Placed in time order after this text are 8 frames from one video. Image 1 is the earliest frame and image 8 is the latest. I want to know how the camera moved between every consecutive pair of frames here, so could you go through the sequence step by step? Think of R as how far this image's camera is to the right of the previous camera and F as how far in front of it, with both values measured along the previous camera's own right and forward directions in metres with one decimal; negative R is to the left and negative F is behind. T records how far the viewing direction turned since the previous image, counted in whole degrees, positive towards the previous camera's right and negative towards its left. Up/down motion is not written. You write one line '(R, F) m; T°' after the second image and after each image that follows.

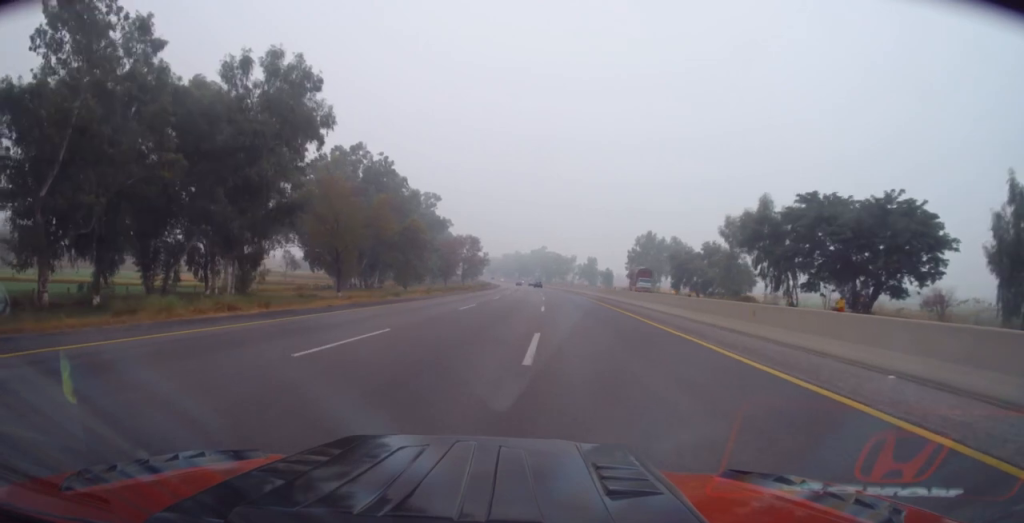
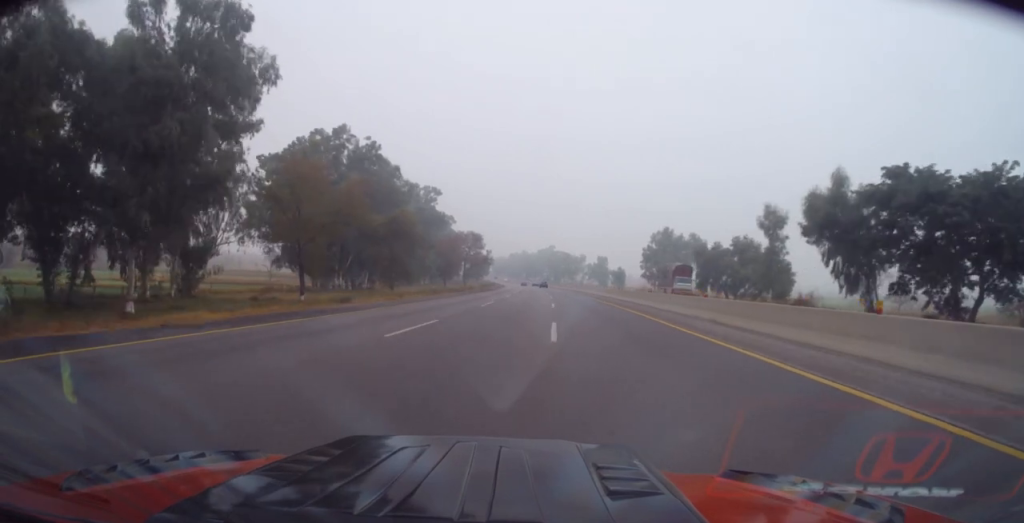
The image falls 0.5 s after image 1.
(-0.5, +13.8) m; 0°
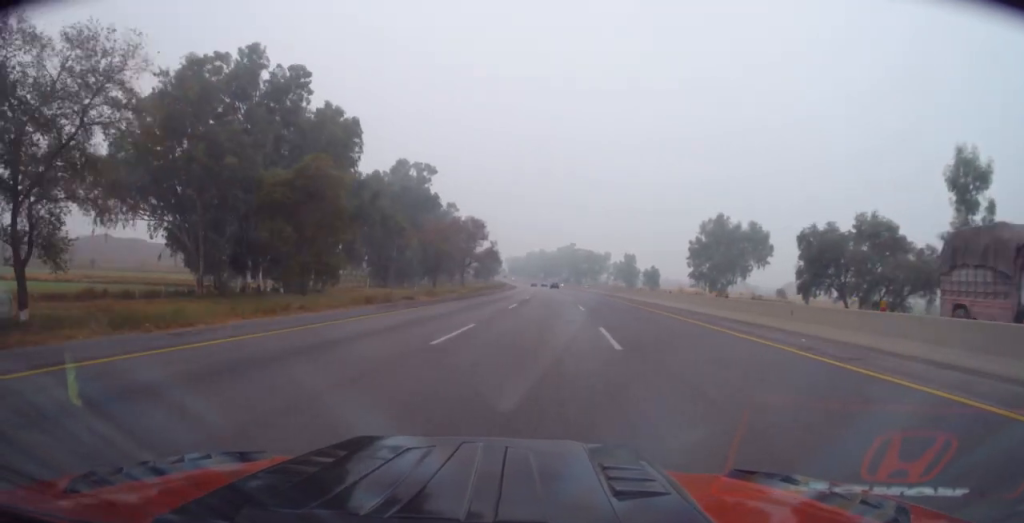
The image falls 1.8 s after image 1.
(+0.3, +37.1) m; 0°
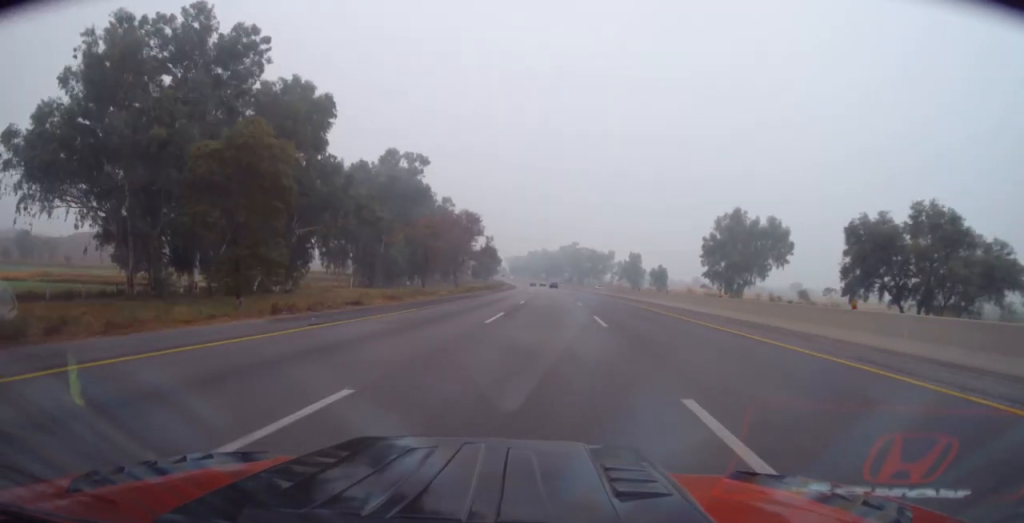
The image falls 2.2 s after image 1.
(-0.1, +11.2) m; -1°
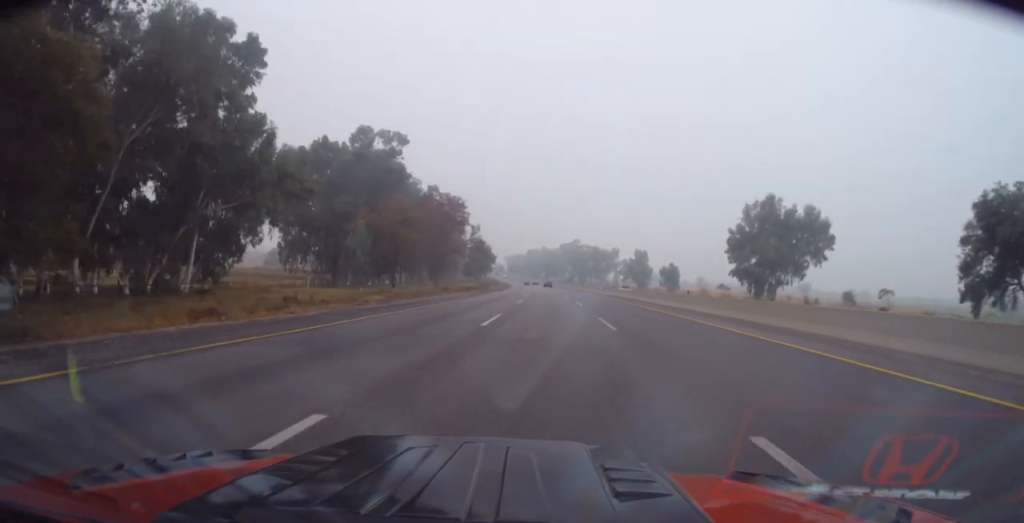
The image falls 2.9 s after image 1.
(-0.1, +19.6) m; -1°
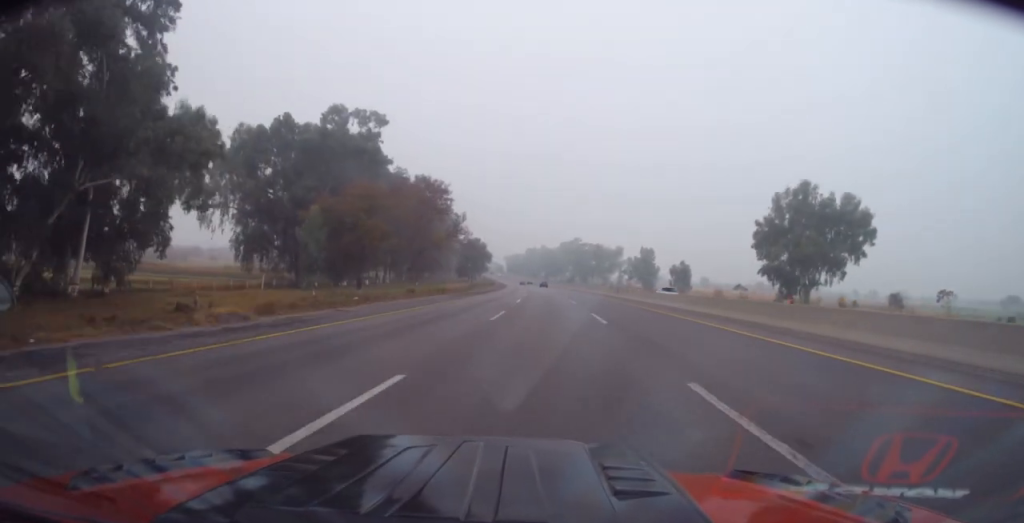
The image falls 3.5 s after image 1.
(-0.4, +15.0) m; 0°
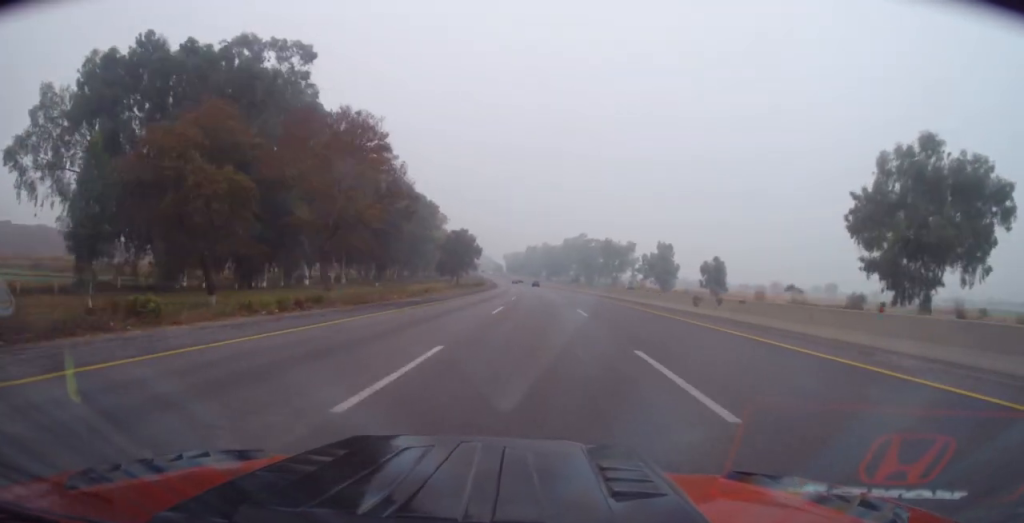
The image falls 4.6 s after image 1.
(+0.3, +31.9) m; 0°
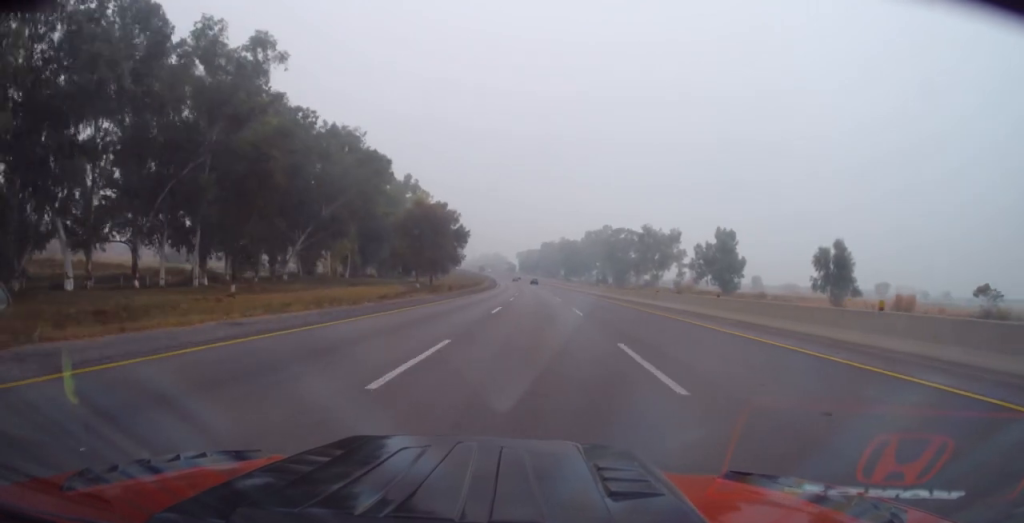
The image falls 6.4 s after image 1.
(-0.7, +52.3) m; -1°
